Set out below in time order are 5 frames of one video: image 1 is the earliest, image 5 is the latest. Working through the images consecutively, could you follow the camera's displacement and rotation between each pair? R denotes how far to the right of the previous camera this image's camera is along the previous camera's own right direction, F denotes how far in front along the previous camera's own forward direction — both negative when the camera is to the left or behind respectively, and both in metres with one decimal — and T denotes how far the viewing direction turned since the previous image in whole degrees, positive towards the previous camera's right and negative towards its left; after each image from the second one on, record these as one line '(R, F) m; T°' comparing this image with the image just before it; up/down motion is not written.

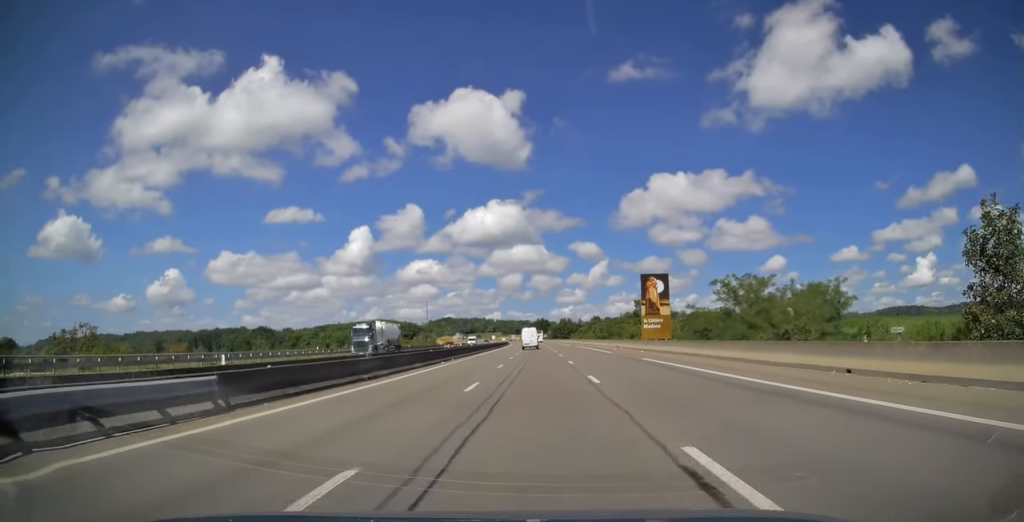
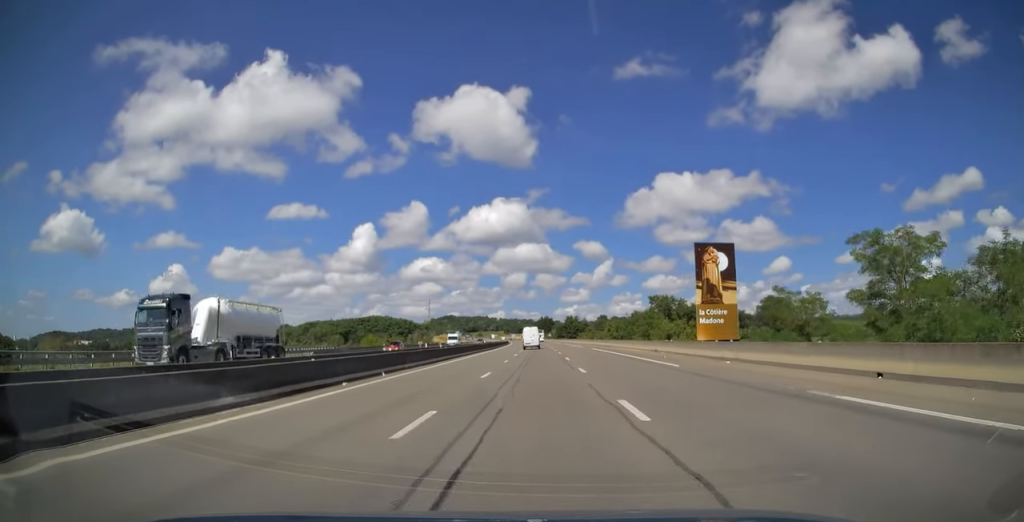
(0.0, +20.8) m; 0°
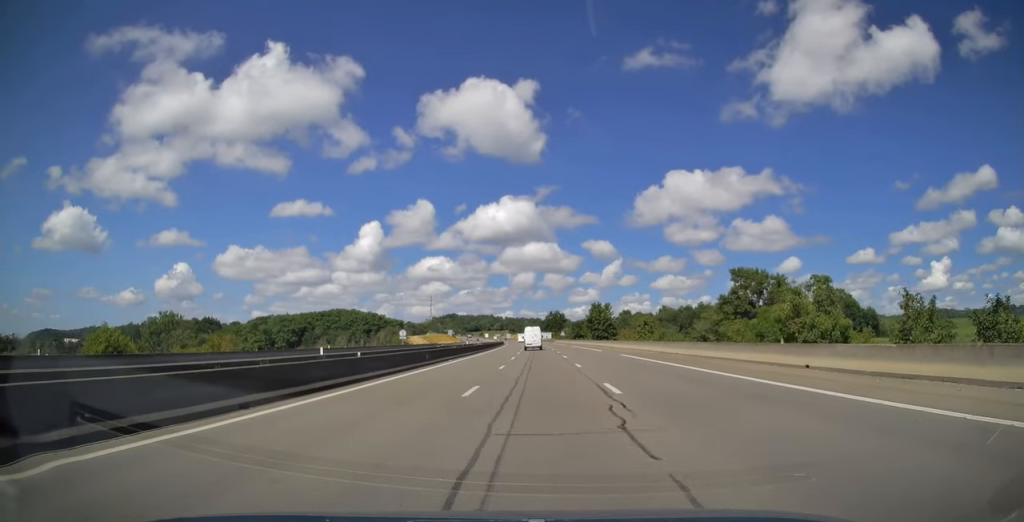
(-0.9, +71.5) m; -2°
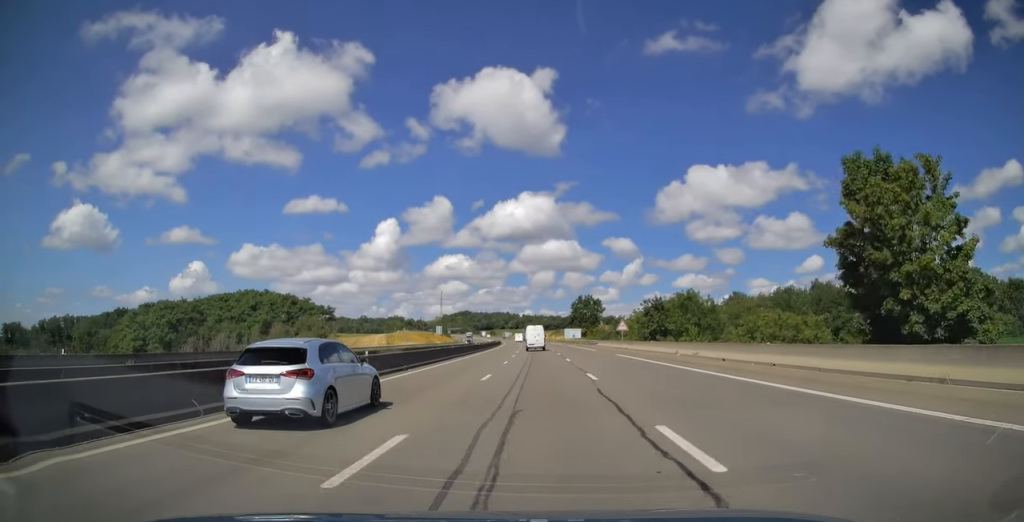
(-1.1, +98.6) m; -2°
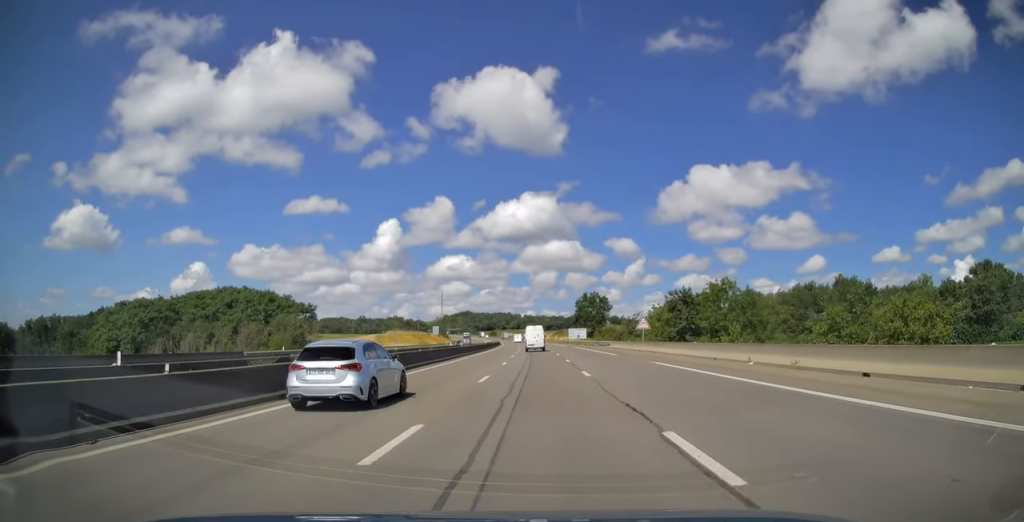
(0.0, +13.3) m; 0°
